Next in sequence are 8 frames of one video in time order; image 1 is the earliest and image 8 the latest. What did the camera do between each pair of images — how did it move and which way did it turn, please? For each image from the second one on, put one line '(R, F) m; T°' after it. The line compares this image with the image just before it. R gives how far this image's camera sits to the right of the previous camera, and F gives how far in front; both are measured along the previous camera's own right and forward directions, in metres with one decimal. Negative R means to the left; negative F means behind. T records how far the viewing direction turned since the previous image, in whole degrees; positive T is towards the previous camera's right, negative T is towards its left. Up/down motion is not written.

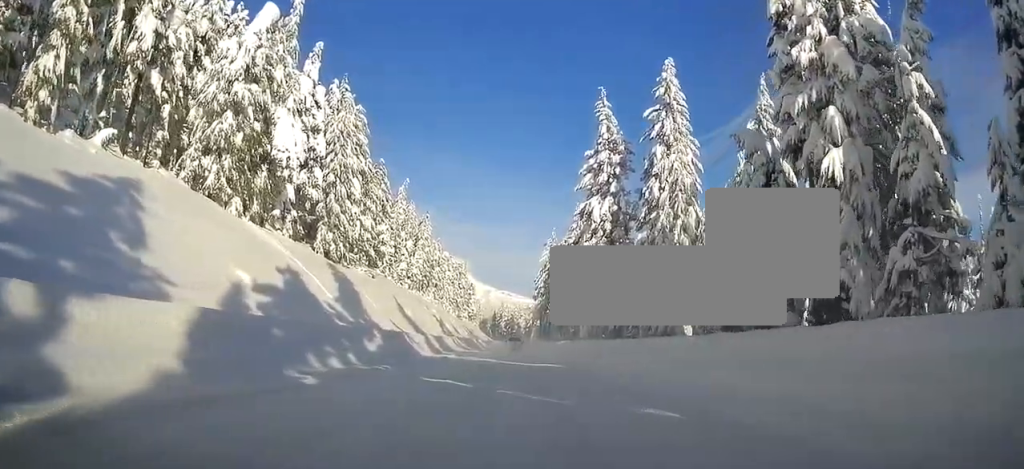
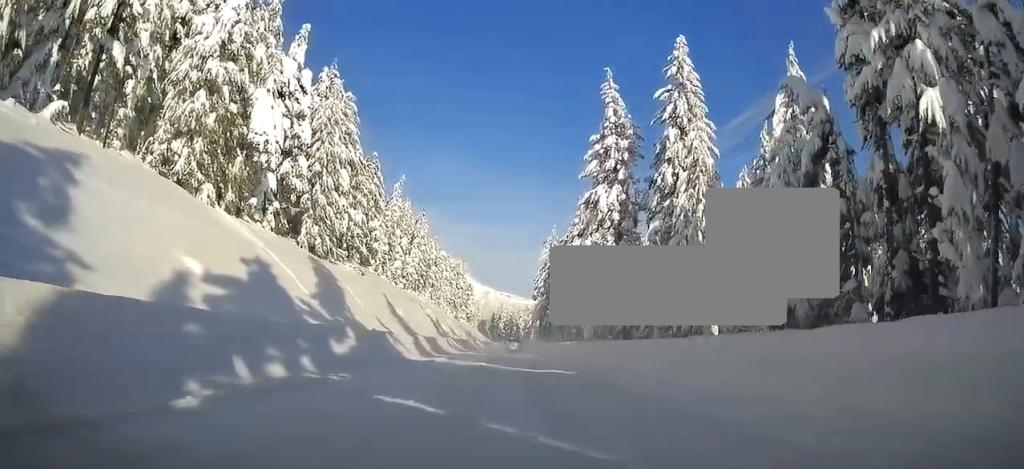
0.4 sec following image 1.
(+0.1, +6.0) m; +1°
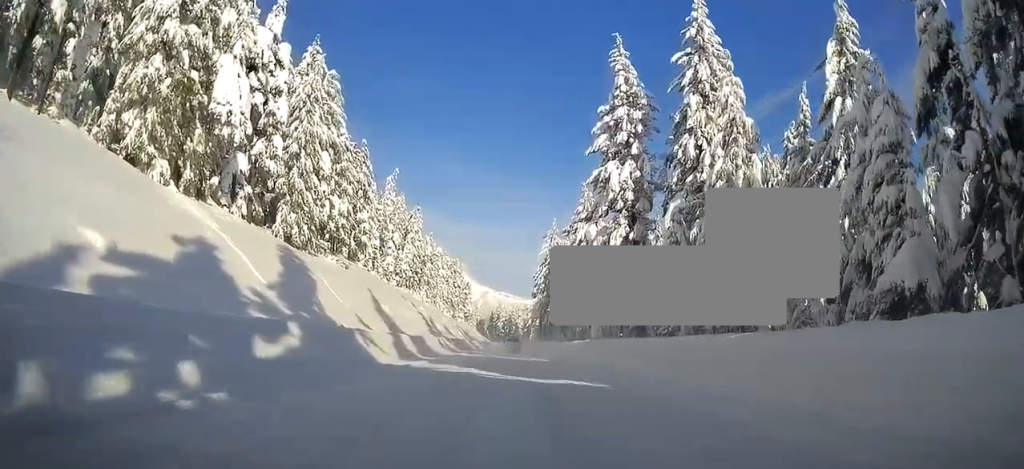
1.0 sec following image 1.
(0.0, +8.1) m; +1°
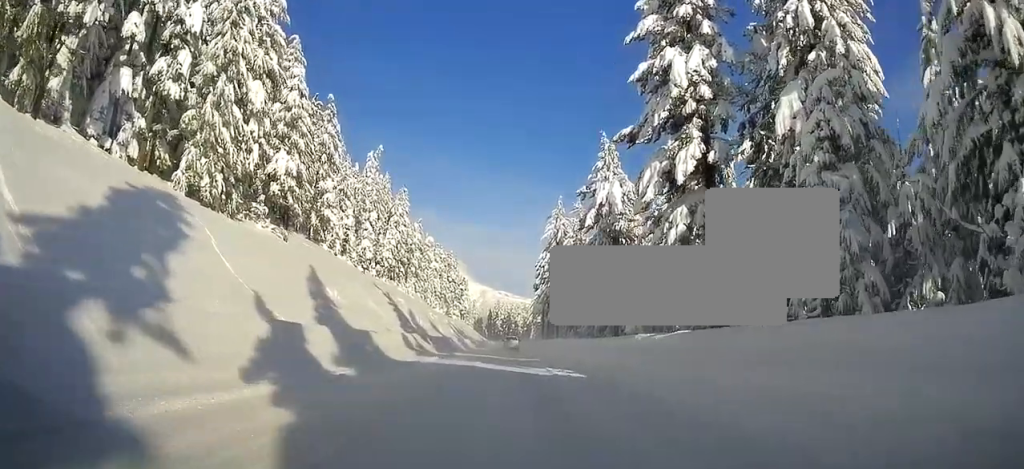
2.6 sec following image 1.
(+0.2, +22.3) m; -1°
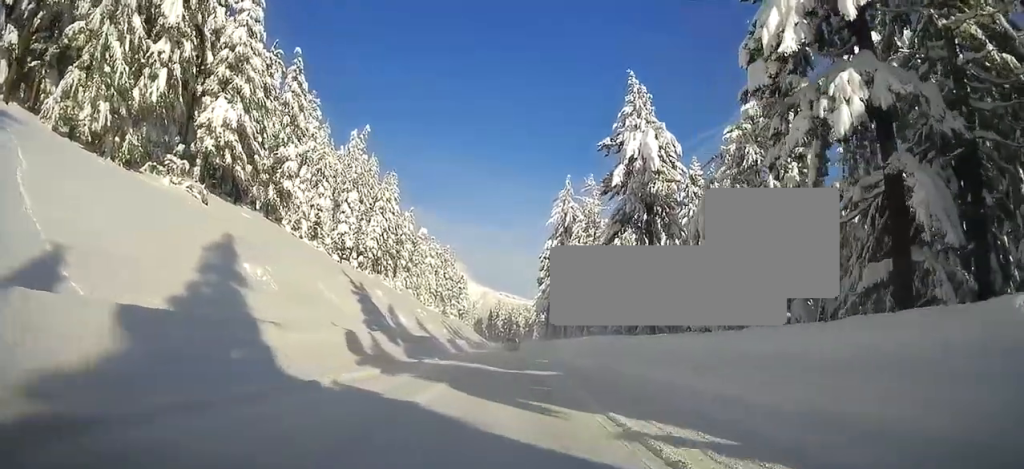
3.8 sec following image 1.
(-0.1, +17.3) m; +1°
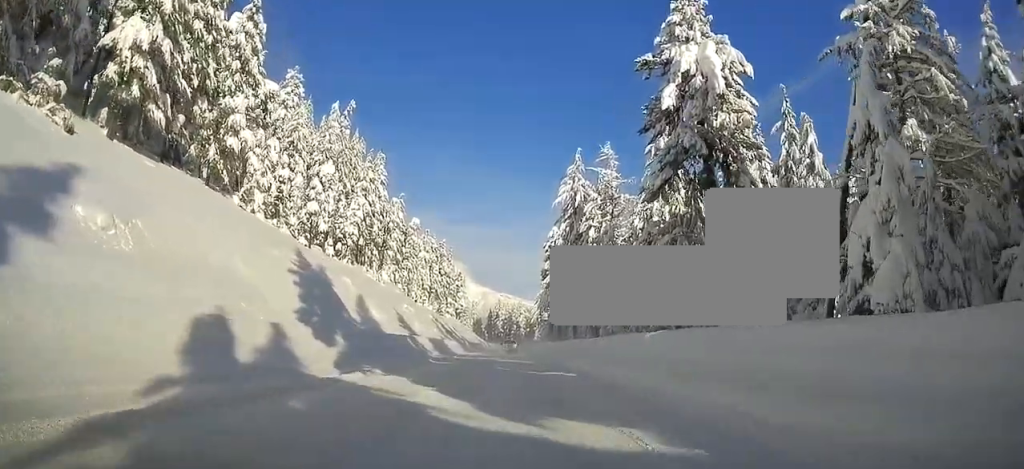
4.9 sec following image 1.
(+0.1, +16.5) m; -2°
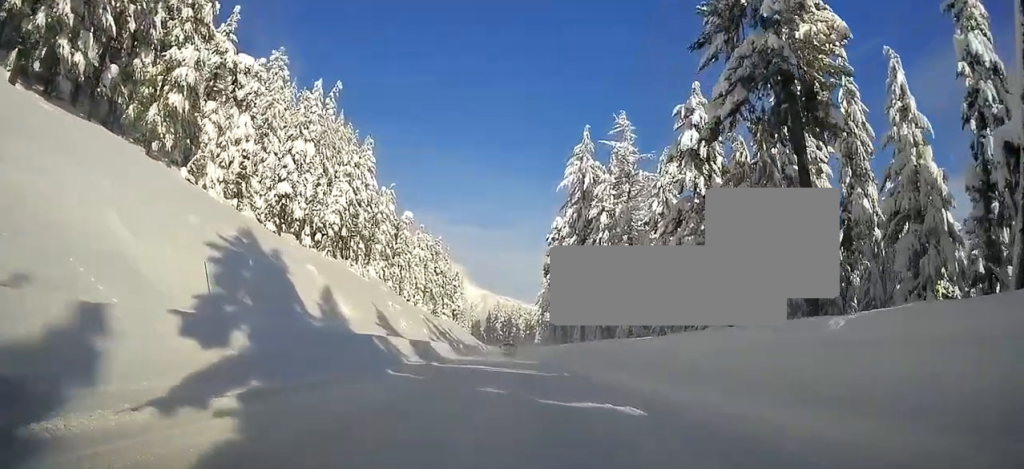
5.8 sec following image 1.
(-0.3, +11.8) m; 0°
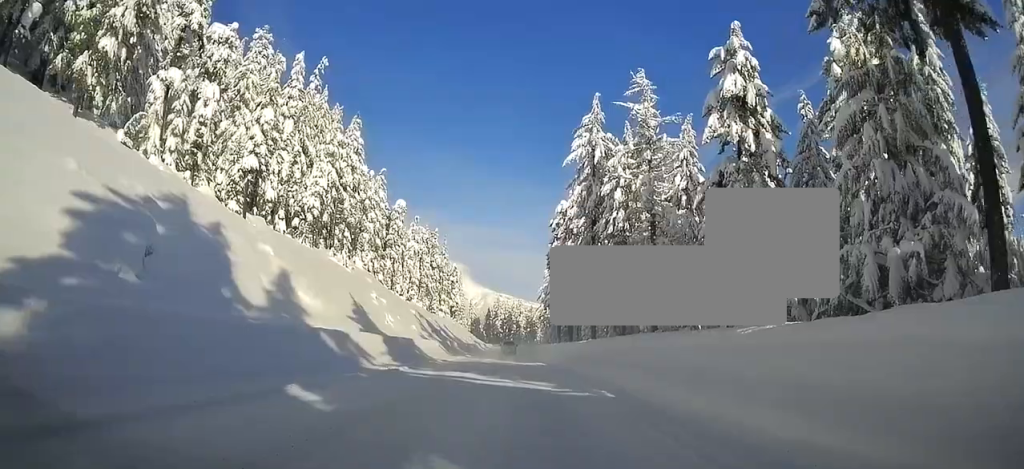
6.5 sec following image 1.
(+0.2, +10.9) m; +2°
